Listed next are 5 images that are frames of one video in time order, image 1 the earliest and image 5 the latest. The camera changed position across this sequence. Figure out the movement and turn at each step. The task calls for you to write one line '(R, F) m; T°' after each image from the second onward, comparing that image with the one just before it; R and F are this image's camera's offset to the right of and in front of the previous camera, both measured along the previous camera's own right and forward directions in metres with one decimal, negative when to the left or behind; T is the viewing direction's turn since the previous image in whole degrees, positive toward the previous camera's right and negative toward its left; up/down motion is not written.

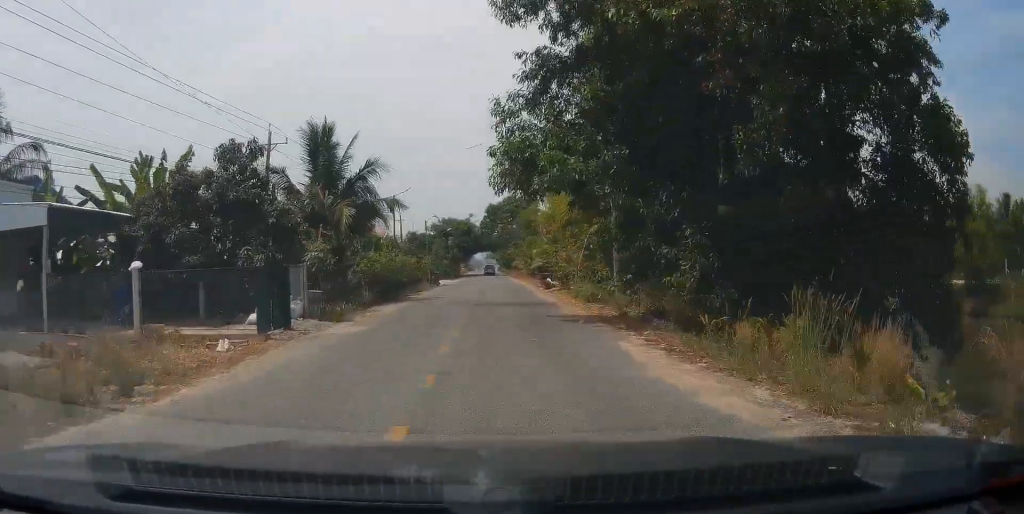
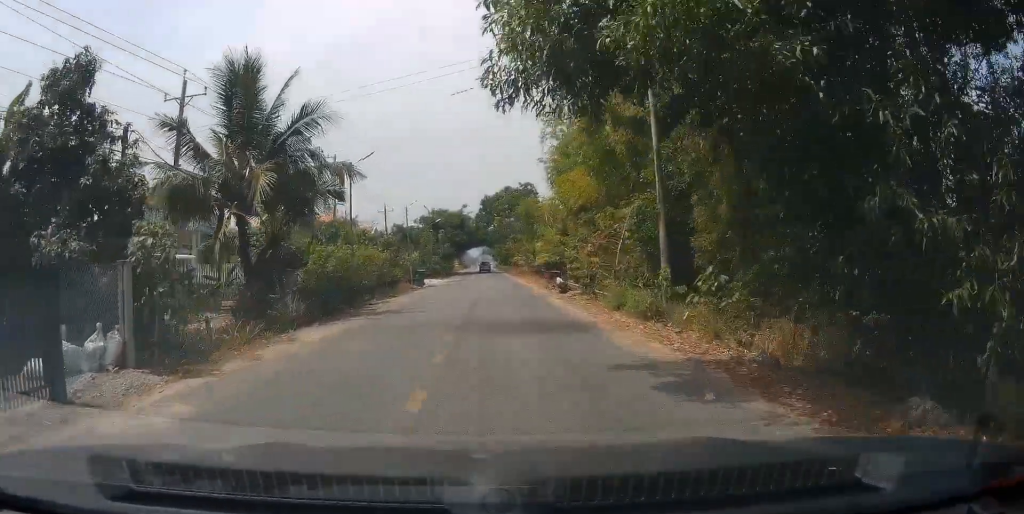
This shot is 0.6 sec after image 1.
(+0.3, +10.3) m; 0°
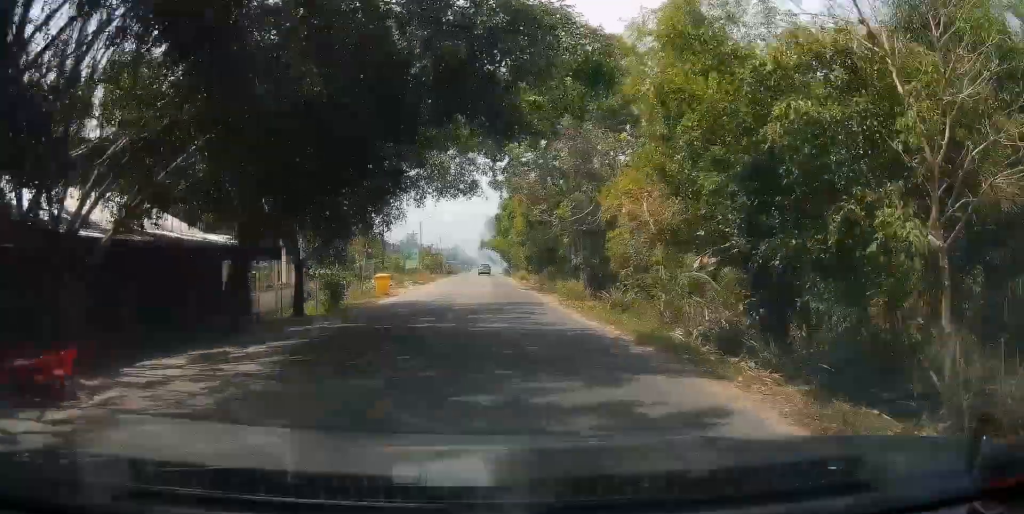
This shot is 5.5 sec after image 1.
(+1.5, +85.0) m; 0°
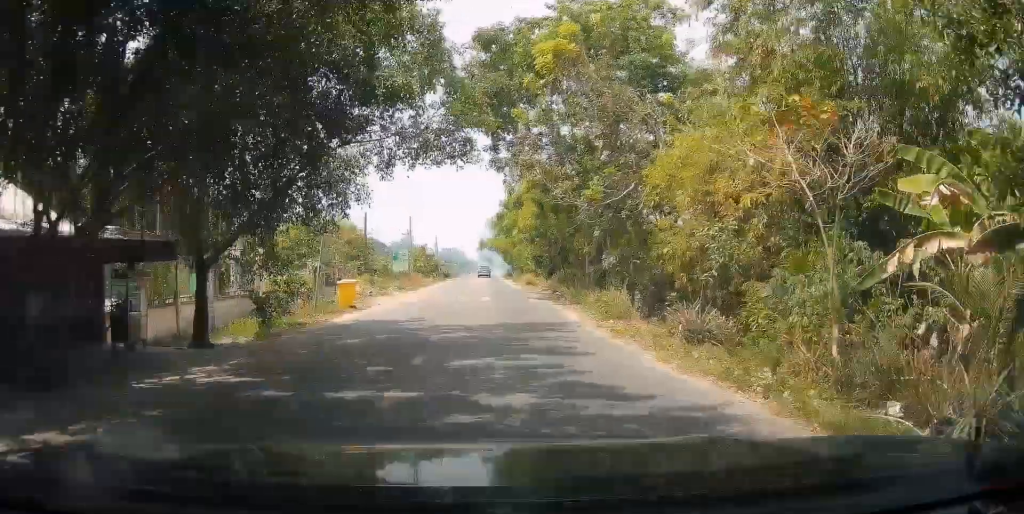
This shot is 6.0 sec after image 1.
(-0.4, +8.7) m; -1°
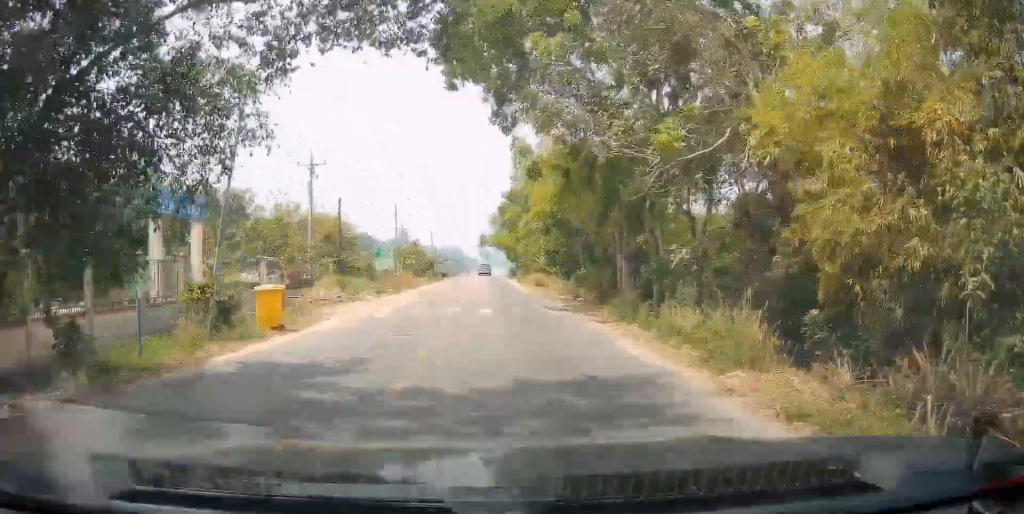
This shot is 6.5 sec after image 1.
(-0.3, +9.2) m; -1°
